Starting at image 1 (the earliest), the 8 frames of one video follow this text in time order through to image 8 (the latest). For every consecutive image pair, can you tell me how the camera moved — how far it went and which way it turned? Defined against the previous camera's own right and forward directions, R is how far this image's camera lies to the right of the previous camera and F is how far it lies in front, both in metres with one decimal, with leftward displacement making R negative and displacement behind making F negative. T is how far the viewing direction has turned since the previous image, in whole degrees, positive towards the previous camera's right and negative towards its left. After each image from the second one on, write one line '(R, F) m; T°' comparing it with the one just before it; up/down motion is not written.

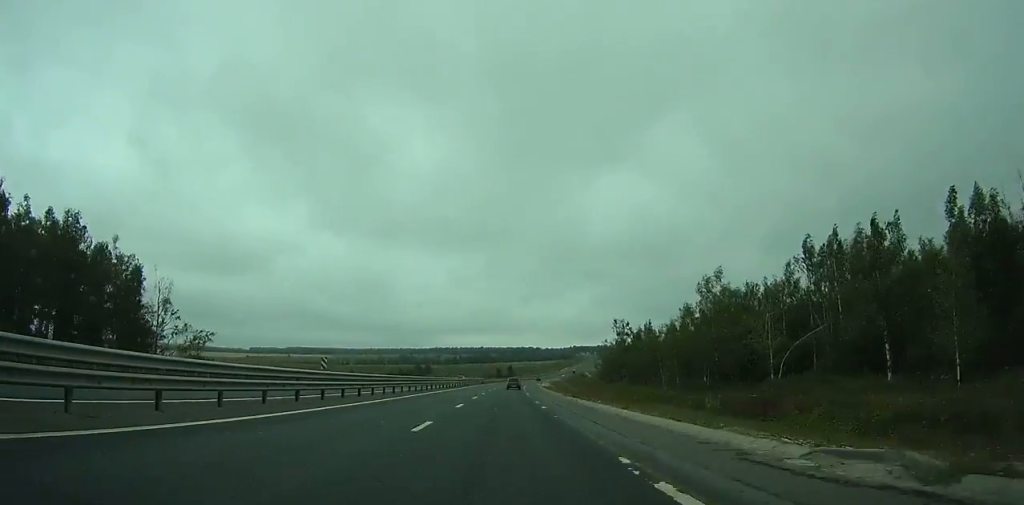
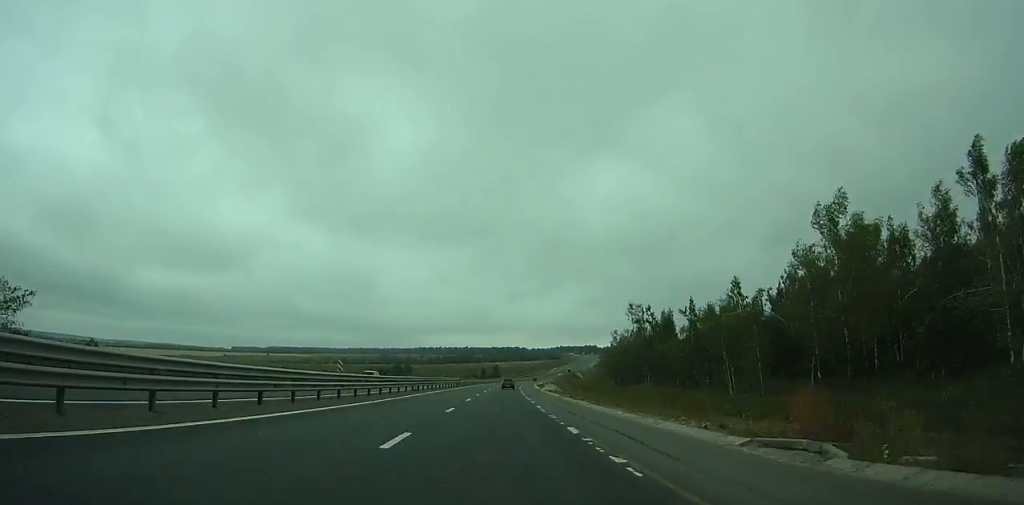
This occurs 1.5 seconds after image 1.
(+0.4, +38.8) m; +1°
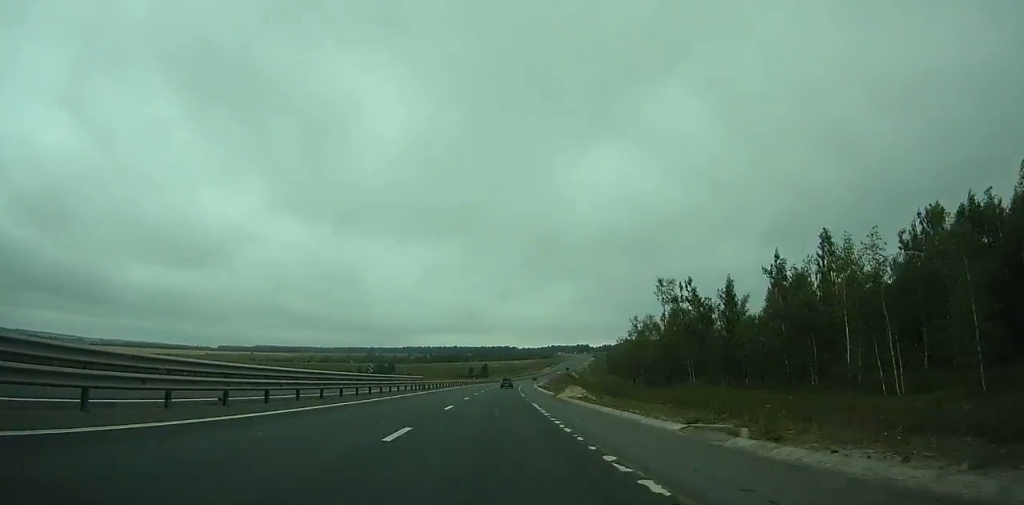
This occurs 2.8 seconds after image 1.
(+0.2, +33.9) m; +1°
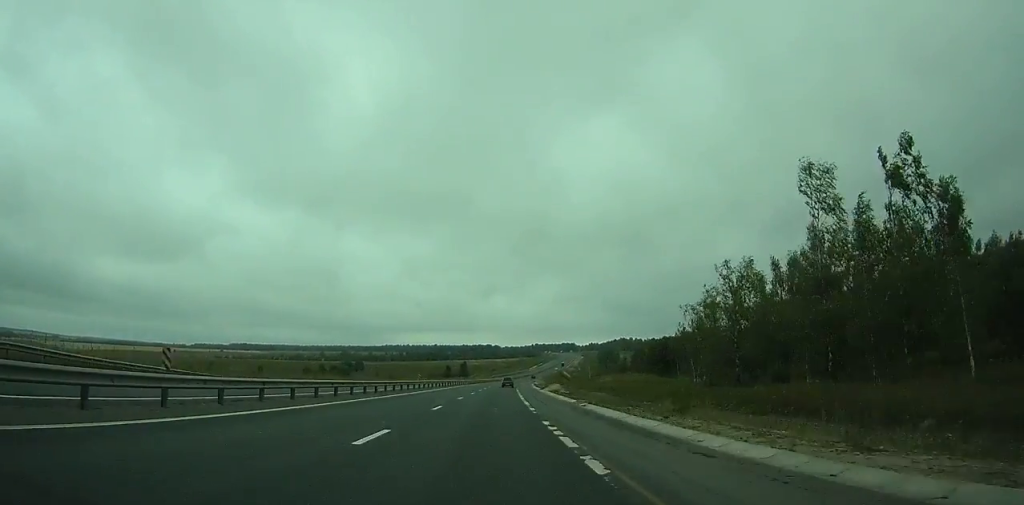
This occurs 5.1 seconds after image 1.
(+1.0, +60.8) m; +2°
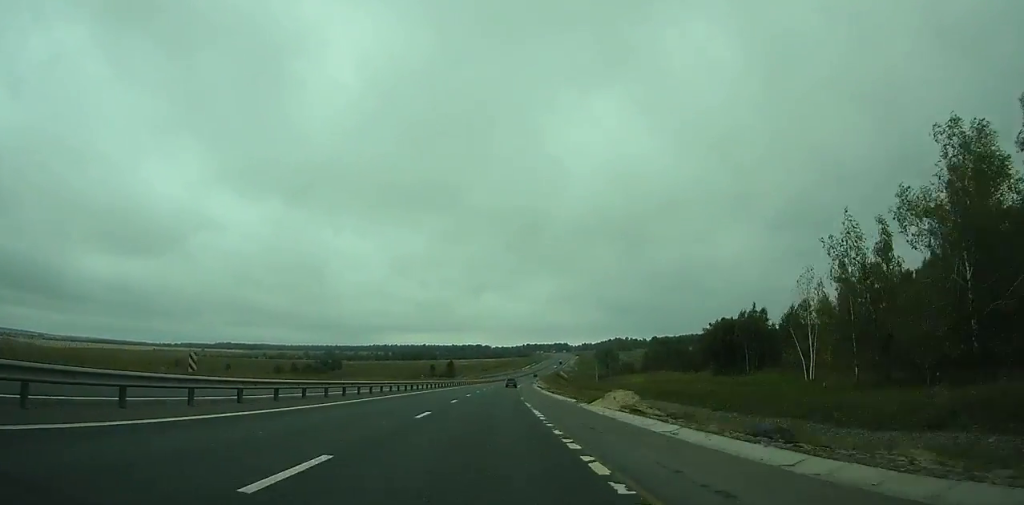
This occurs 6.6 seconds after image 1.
(+0.7, +40.5) m; +1°
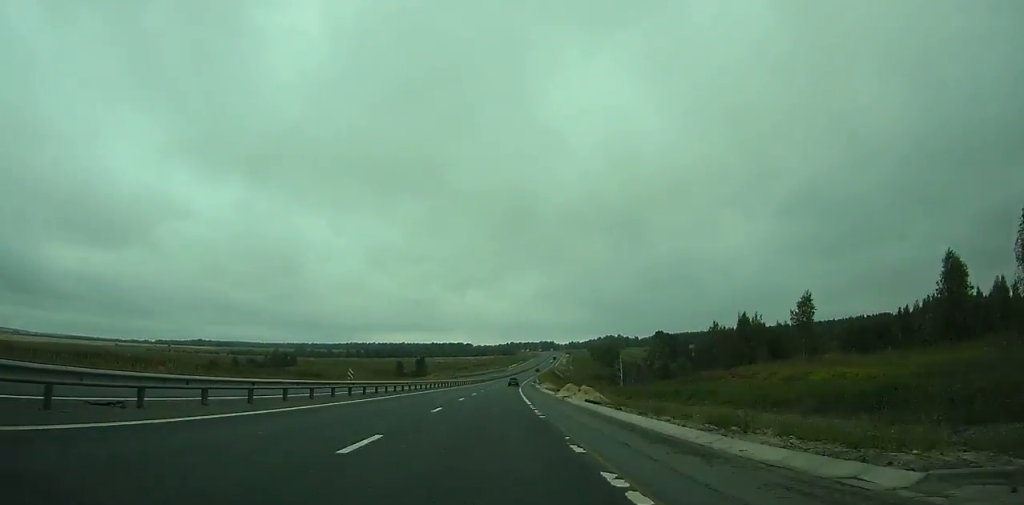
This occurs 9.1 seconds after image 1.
(+1.0, +68.3) m; +2°
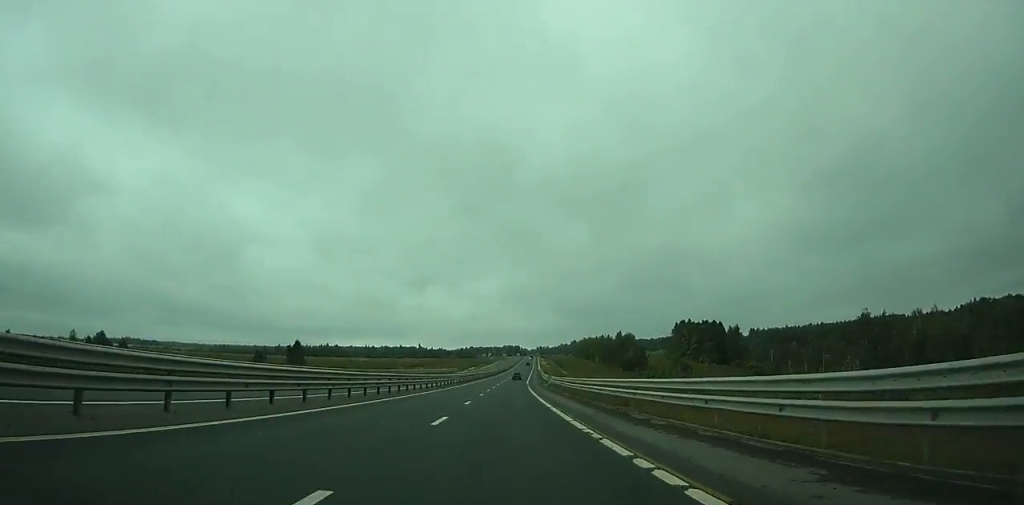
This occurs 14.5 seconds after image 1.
(+4.6, +151.3) m; +4°
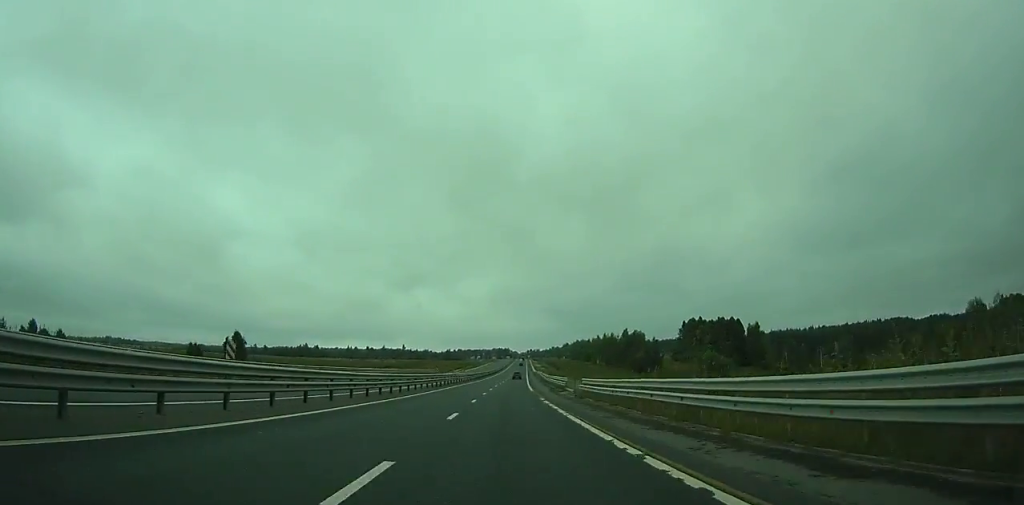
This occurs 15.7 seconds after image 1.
(+0.7, +34.4) m; +3°
